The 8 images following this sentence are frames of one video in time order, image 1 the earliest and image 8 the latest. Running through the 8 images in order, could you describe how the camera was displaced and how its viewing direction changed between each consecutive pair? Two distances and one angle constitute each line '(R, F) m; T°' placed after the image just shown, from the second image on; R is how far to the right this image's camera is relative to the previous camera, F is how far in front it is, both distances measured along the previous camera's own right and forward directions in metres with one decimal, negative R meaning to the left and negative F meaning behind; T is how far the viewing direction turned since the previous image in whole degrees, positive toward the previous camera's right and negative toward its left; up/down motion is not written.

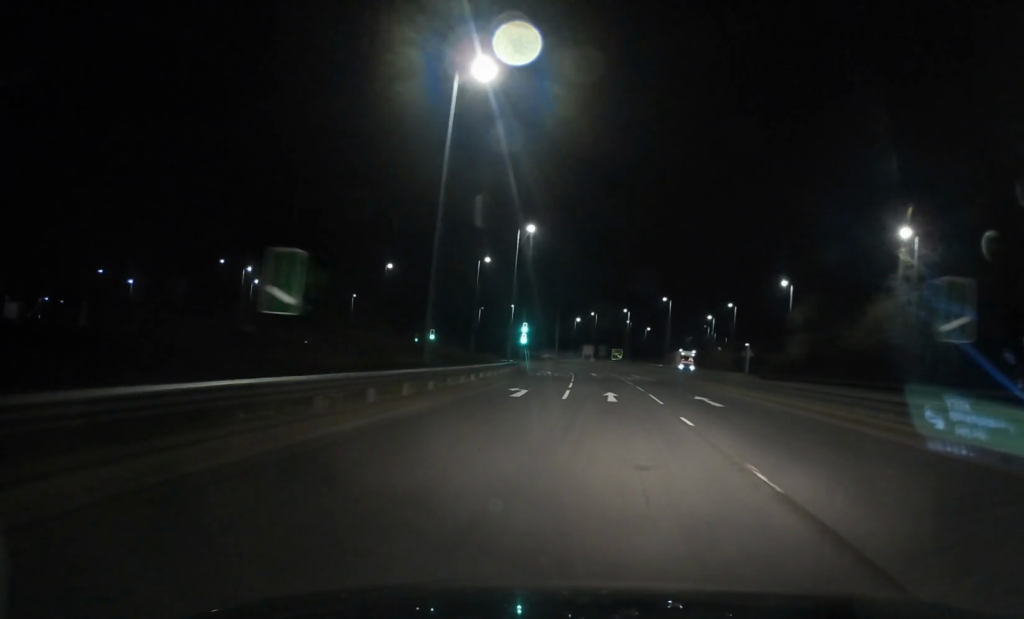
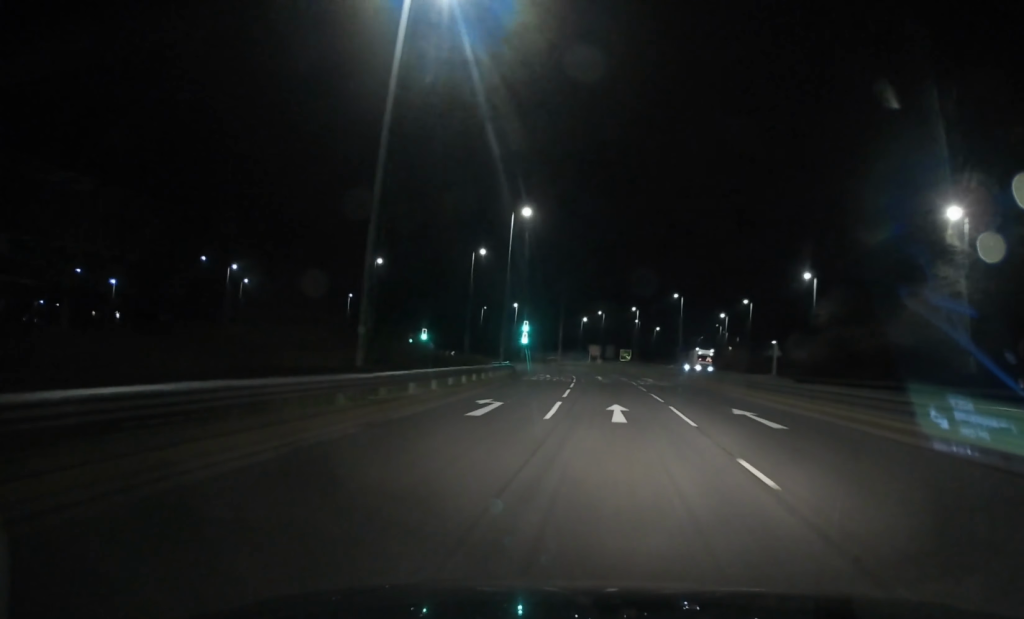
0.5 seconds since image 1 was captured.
(0.0, +8.5) m; 0°
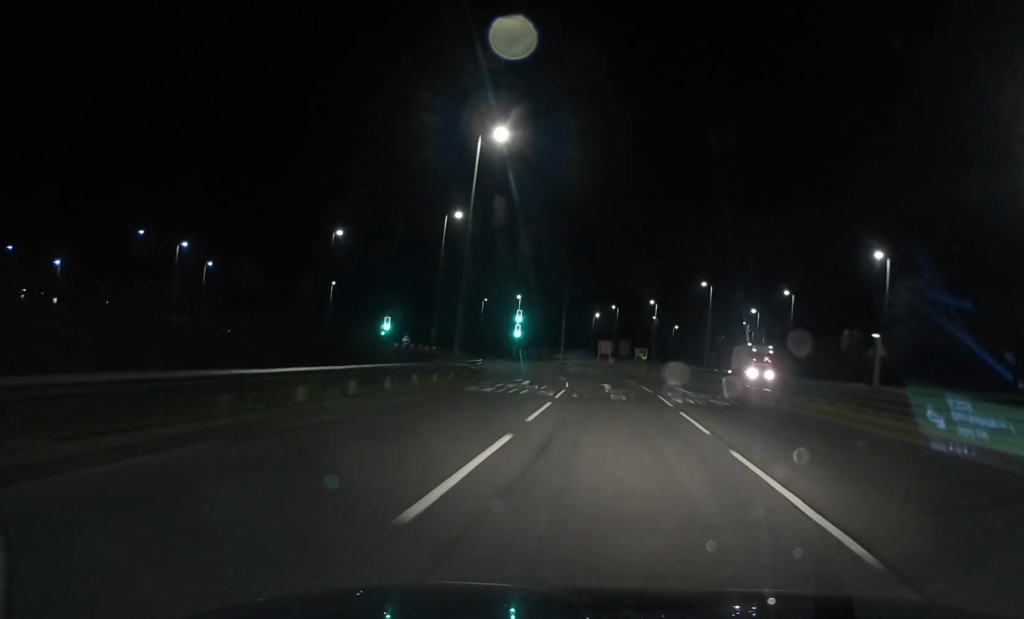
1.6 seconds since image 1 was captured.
(-0.1, +20.0) m; -1°
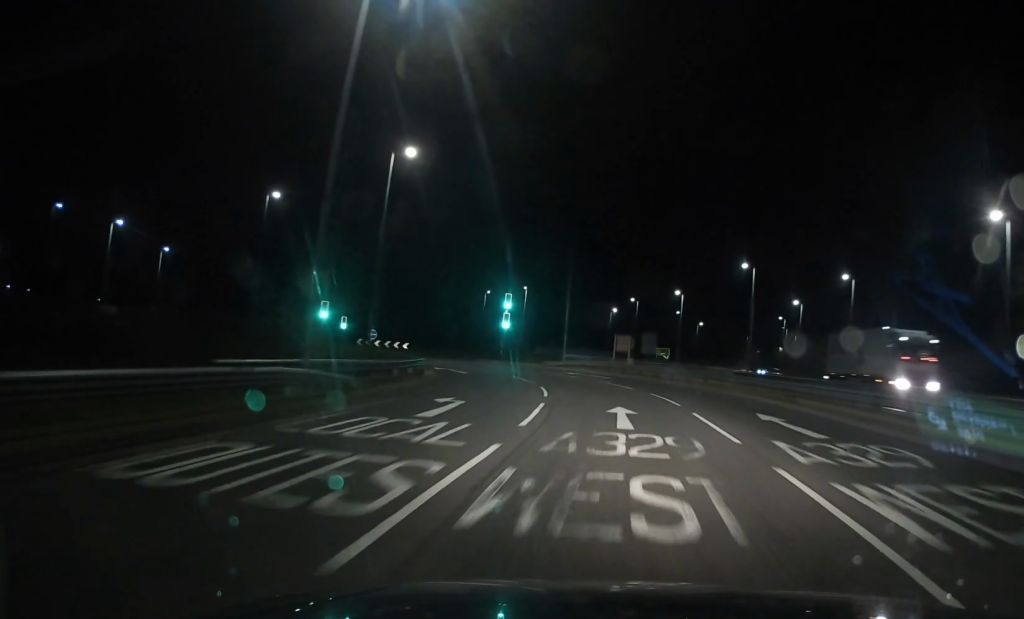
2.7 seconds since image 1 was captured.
(-0.4, +19.4) m; -2°
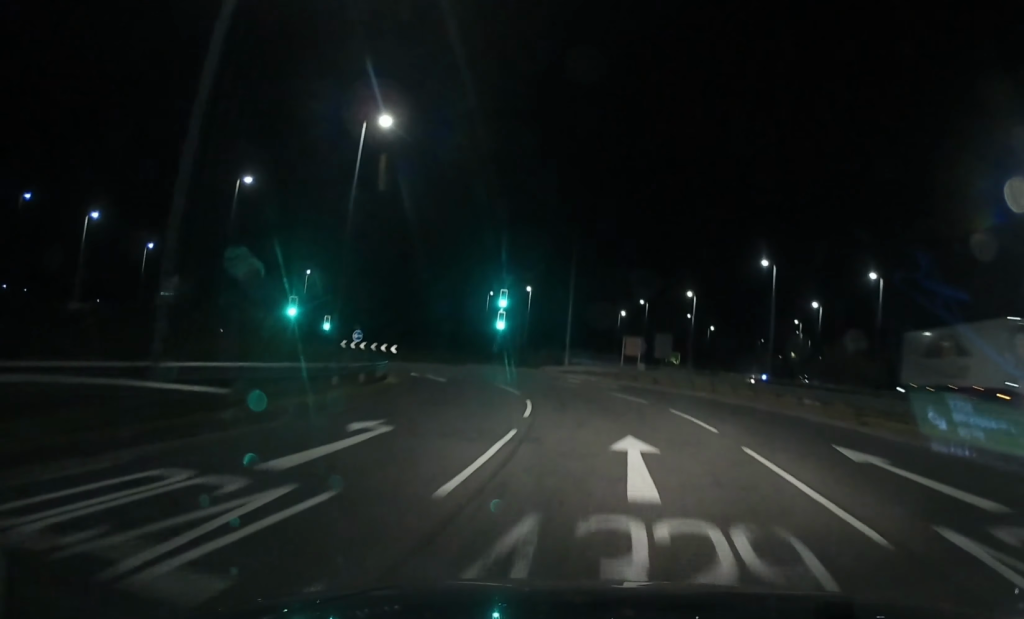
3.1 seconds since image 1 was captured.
(-0.1, +6.9) m; -1°
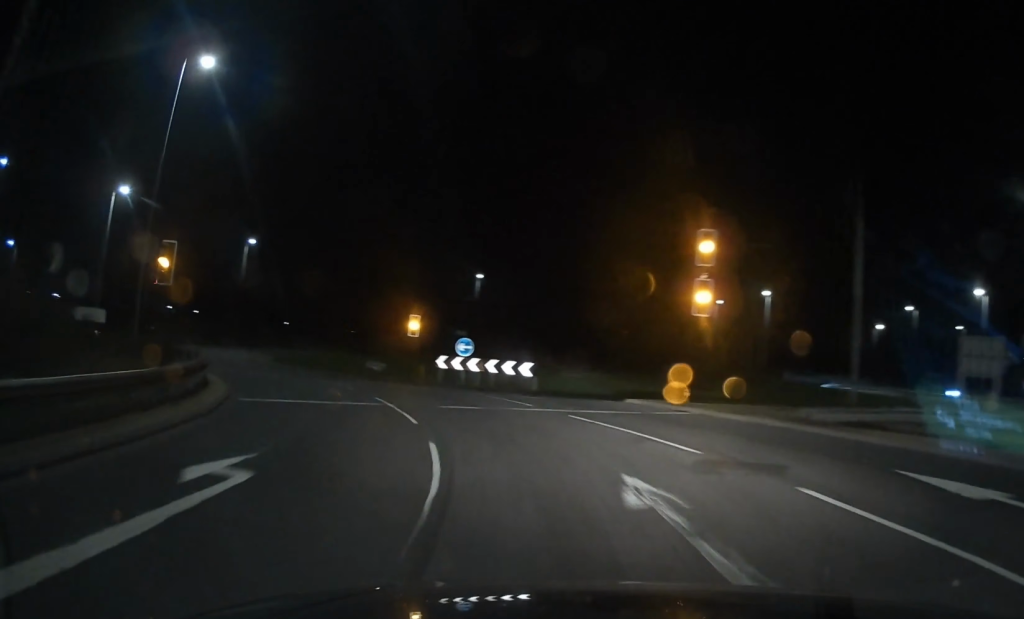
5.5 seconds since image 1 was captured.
(-1.7, +32.9) m; -12°
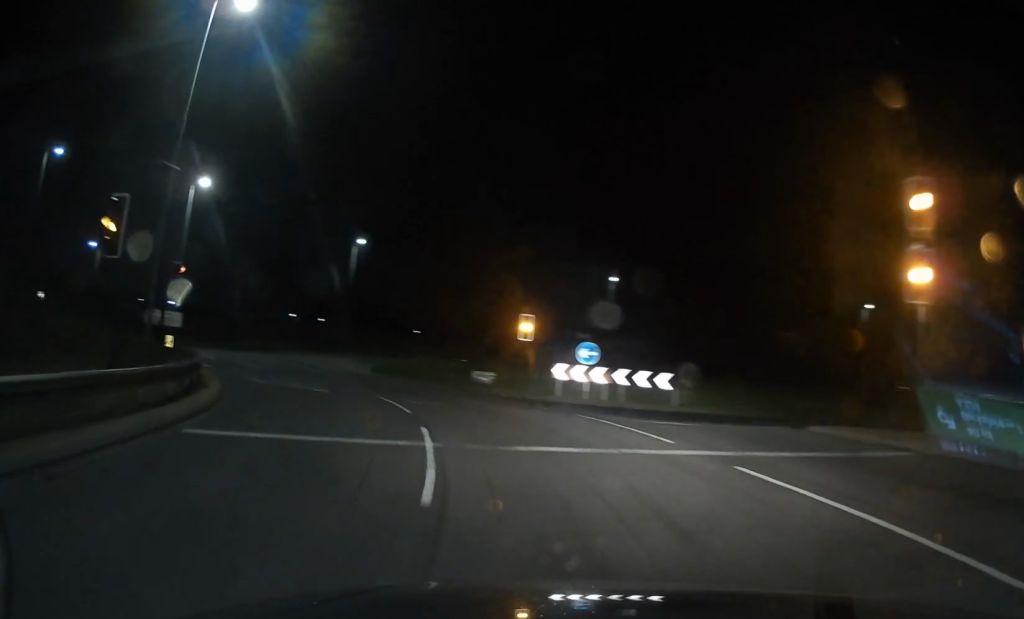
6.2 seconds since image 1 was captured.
(-0.8, +7.8) m; -9°
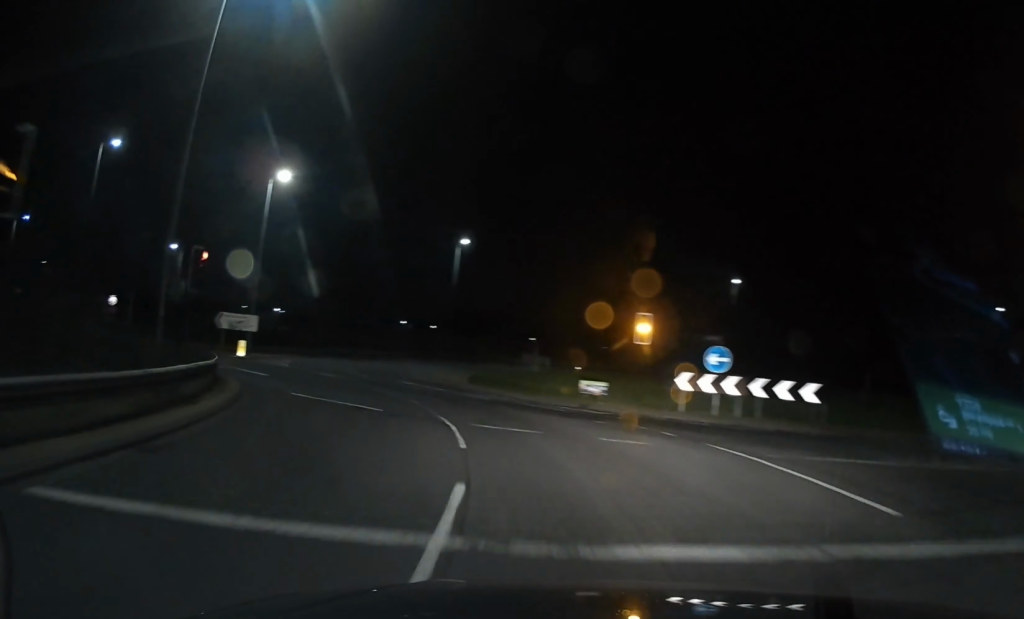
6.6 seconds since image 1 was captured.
(-0.1, +5.5) m; -7°
